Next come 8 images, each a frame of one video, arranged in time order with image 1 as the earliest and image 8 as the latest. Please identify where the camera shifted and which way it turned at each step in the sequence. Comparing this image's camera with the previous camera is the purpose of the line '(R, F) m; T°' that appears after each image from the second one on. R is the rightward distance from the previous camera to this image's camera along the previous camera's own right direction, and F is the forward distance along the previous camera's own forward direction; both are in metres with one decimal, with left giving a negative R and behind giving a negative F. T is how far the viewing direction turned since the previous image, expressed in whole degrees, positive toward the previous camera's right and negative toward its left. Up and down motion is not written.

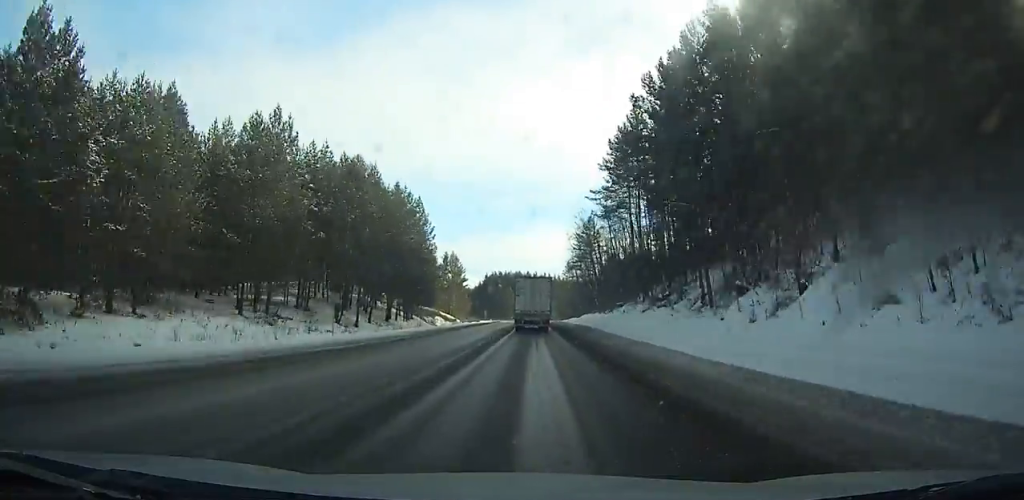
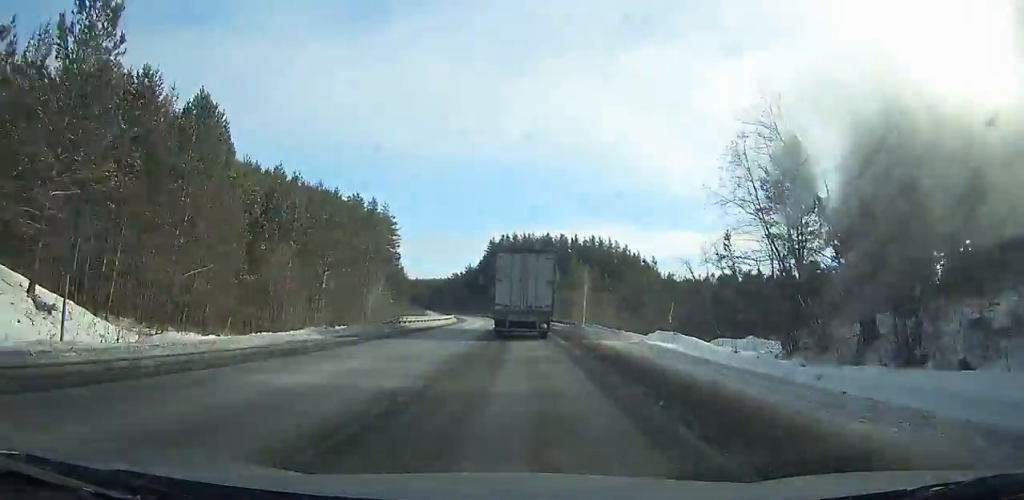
(-1.3, +129.5) m; -2°
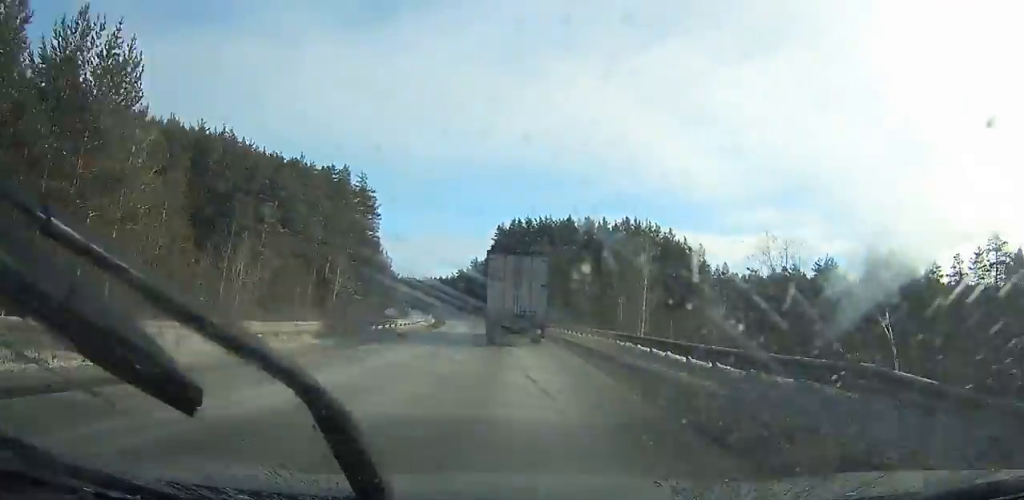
(0.0, +38.0) m; -2°
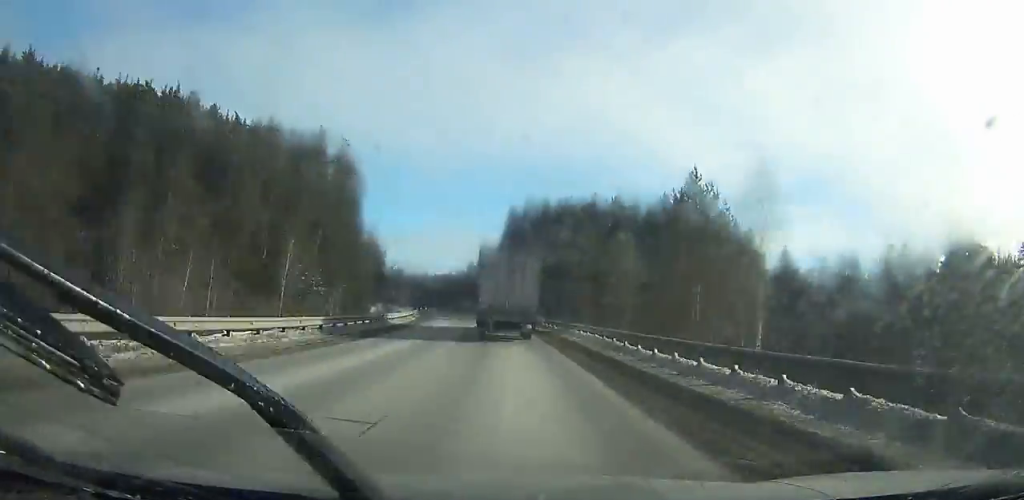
(-1.0, +23.8) m; -3°
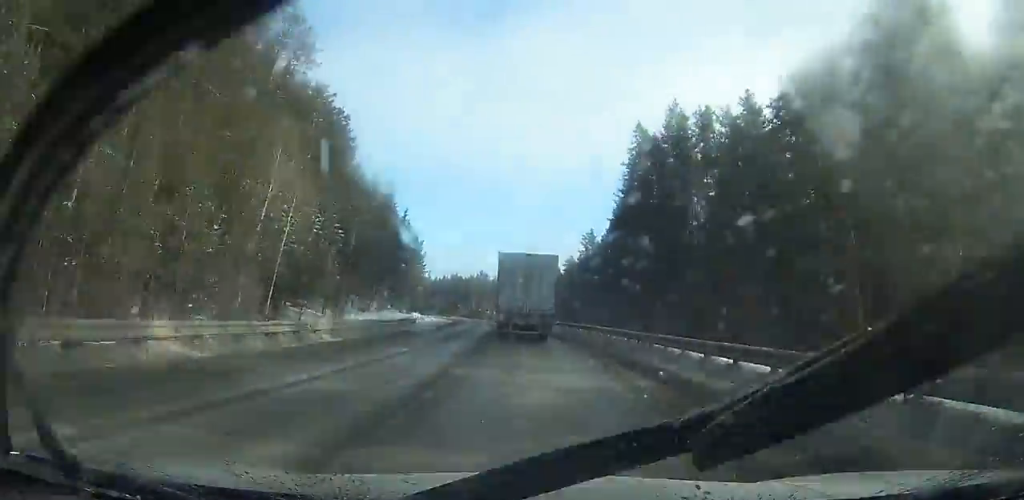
(-4.9, +66.0) m; -8°
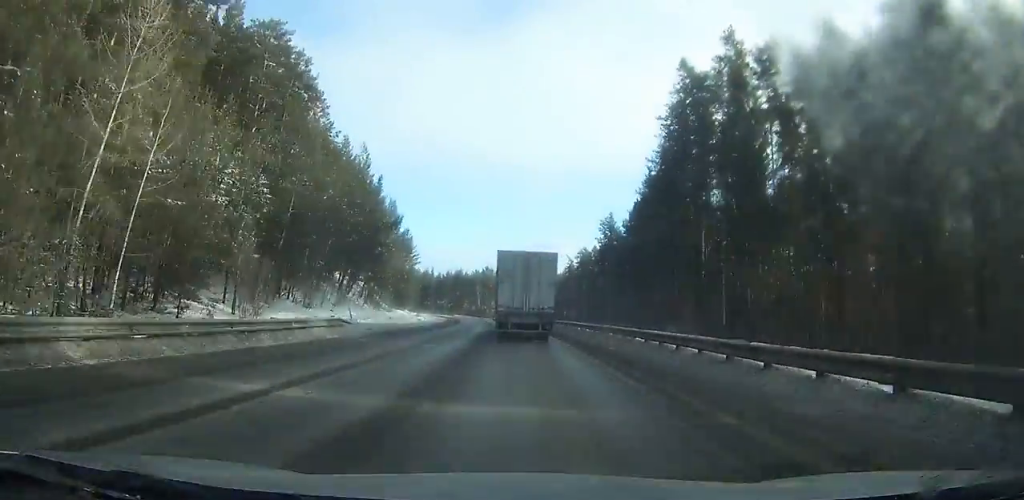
(-0.5, +16.6) m; -1°
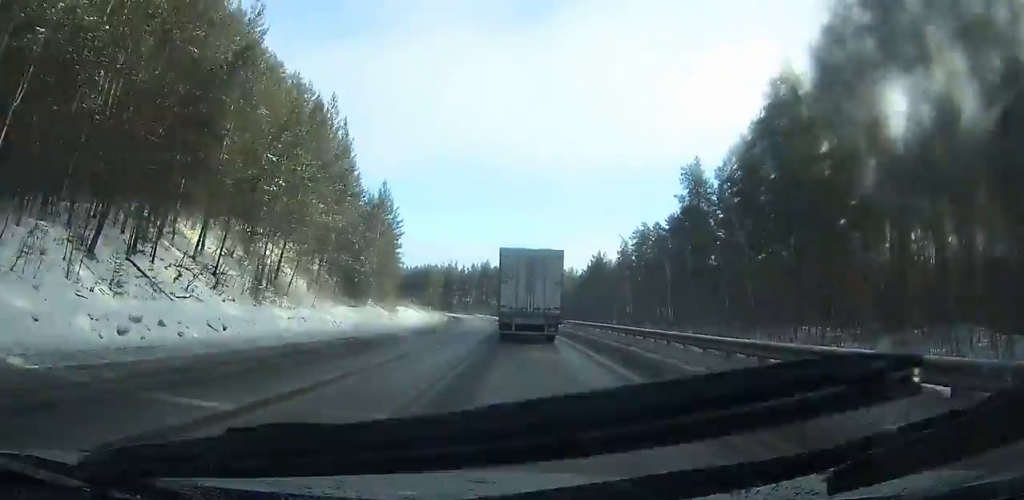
(-1.0, +38.0) m; -3°
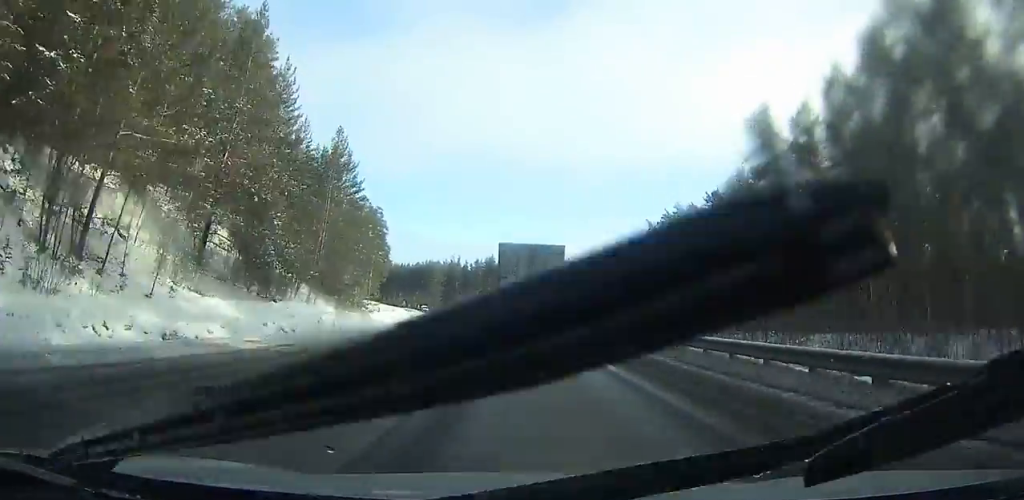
(-0.2, +19.6) m; -2°
